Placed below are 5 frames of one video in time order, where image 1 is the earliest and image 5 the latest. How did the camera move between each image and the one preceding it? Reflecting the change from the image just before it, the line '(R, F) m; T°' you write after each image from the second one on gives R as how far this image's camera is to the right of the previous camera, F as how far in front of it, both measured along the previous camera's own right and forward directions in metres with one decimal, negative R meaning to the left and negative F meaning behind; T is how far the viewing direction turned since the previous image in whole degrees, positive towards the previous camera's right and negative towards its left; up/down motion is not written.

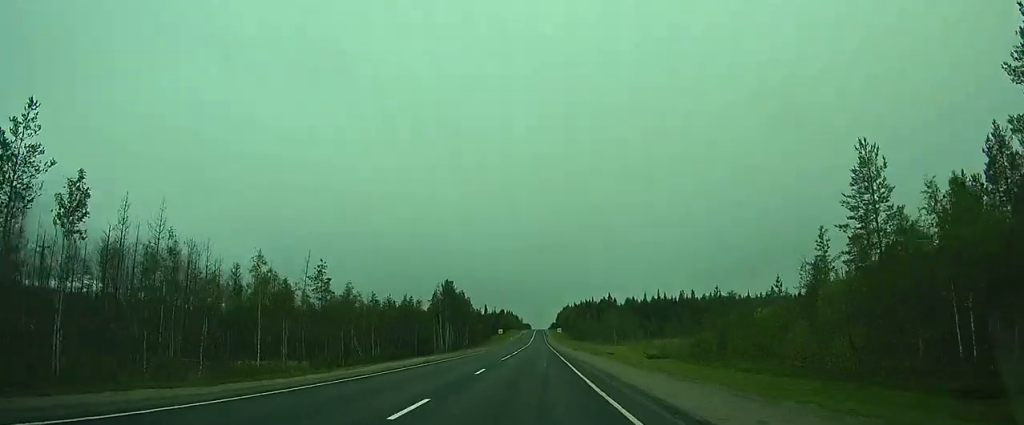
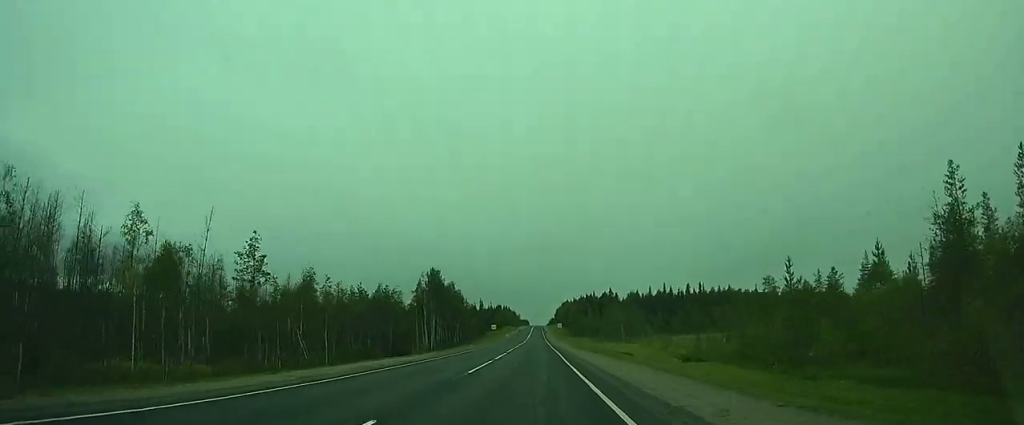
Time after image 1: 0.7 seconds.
(+0.8, +14.8) m; +1°
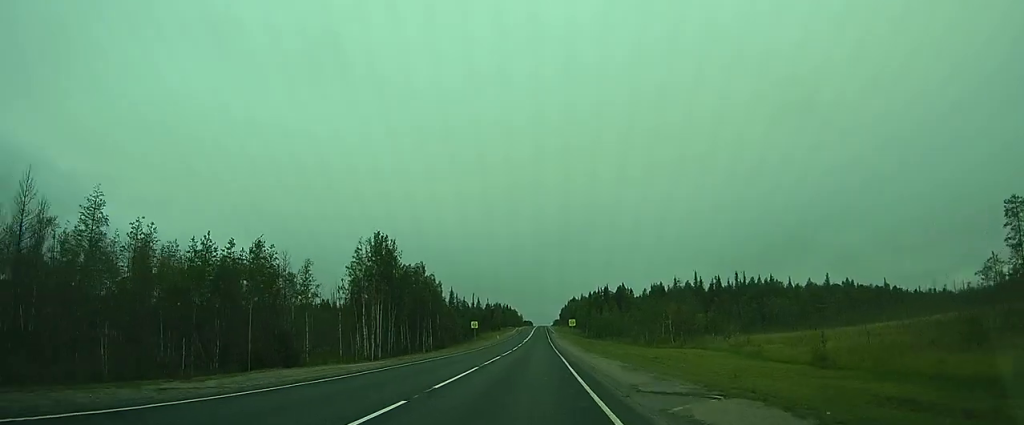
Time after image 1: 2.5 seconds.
(-1.3, +40.8) m; 0°
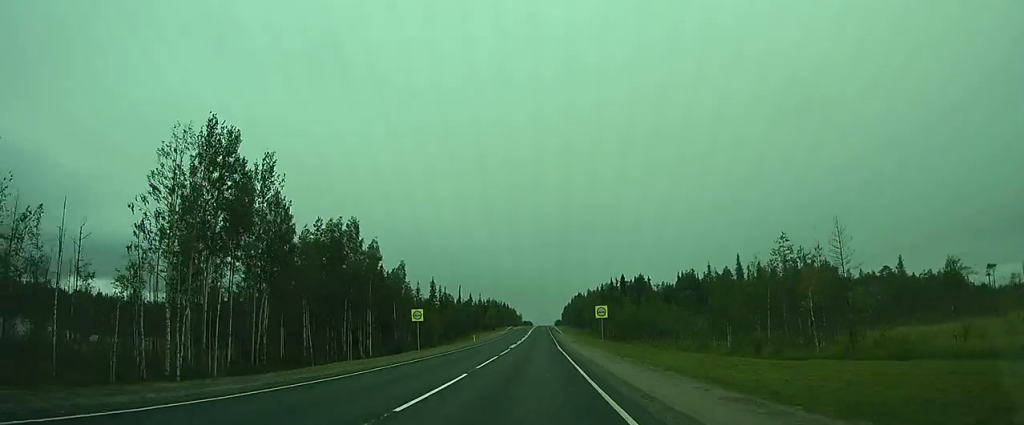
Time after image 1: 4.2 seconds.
(+1.0, +39.9) m; -1°
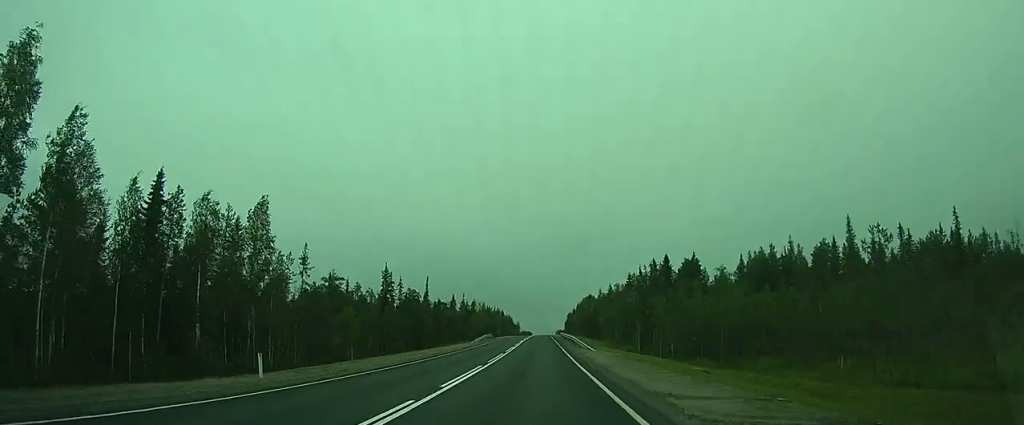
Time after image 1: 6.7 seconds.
(-1.9, +52.1) m; -3°
